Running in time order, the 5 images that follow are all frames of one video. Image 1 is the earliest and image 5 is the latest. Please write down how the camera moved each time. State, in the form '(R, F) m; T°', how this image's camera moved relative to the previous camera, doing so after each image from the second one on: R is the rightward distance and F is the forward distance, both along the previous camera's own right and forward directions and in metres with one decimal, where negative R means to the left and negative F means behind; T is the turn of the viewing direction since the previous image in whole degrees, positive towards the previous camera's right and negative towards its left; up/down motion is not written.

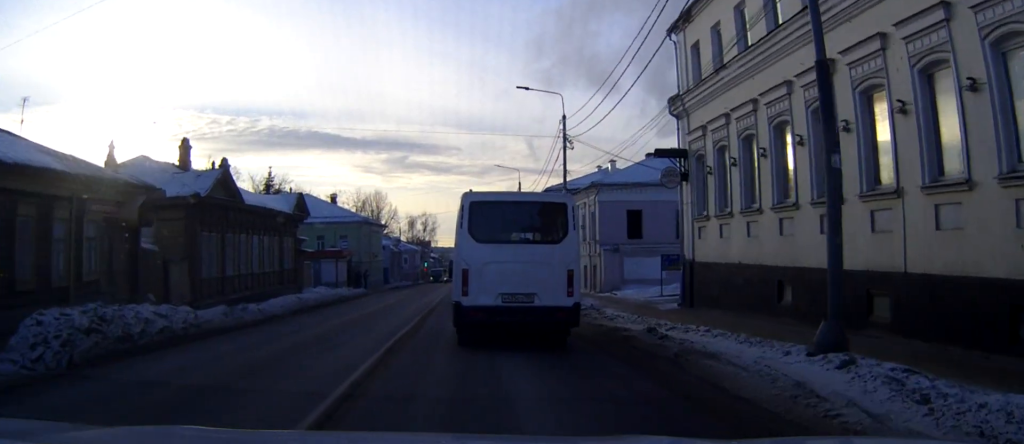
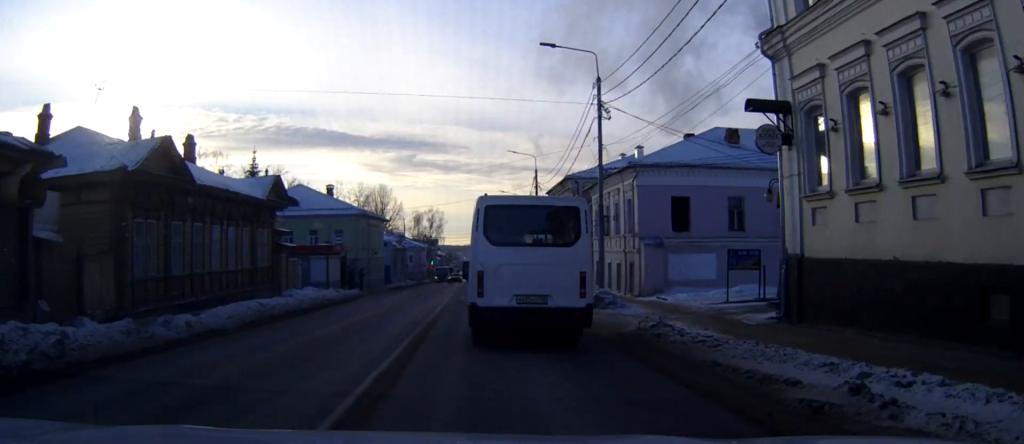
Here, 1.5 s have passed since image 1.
(+0.1, +7.6) m; +1°
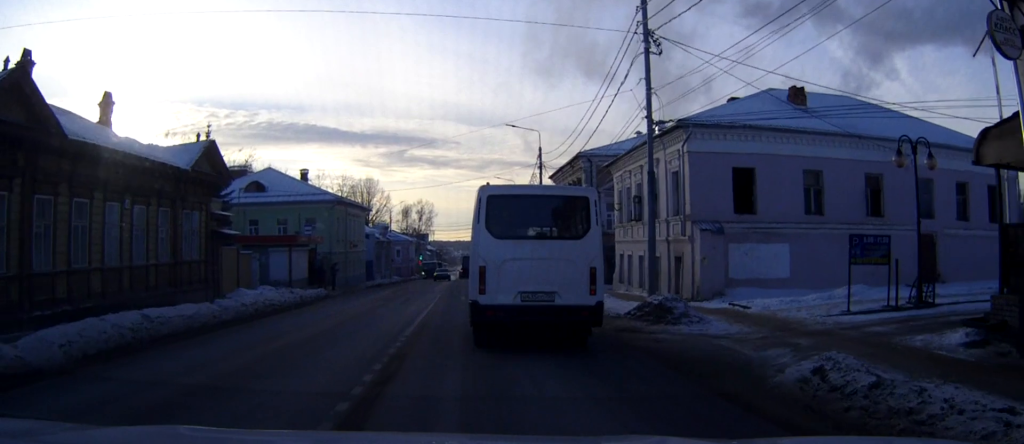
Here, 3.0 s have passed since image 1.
(0.0, +8.2) m; +1°
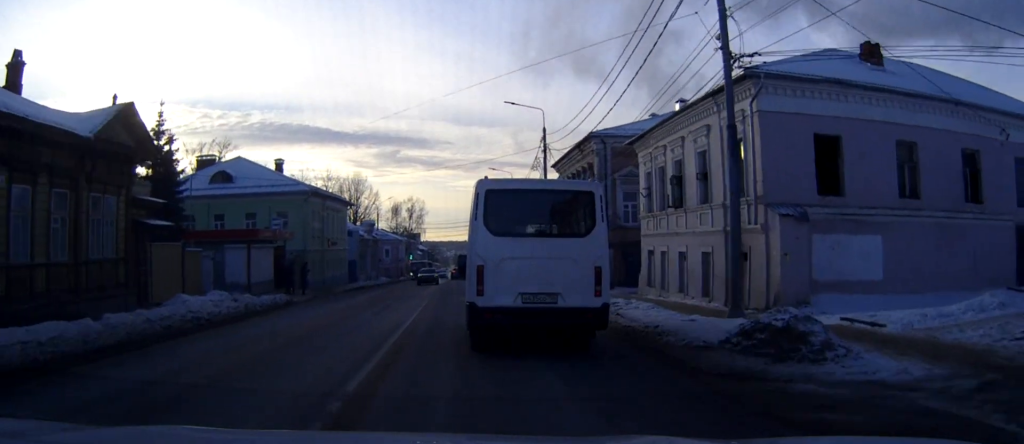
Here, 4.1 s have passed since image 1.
(0.0, +6.8) m; 0°
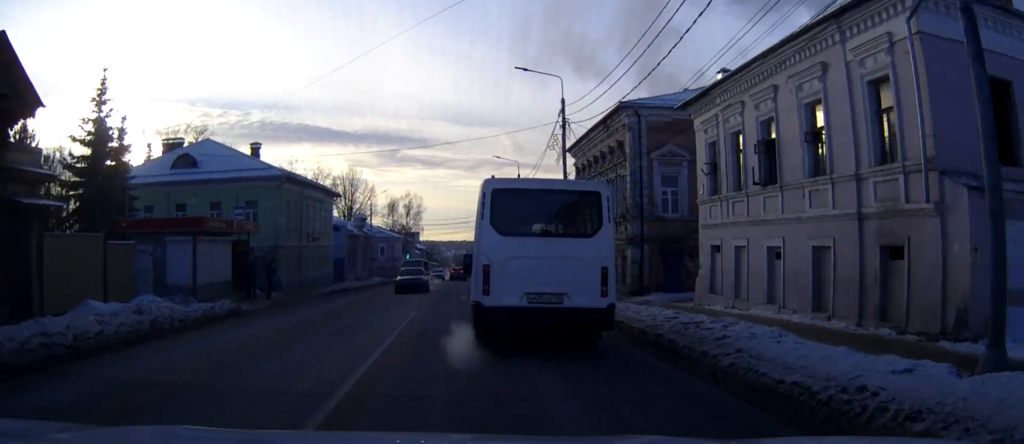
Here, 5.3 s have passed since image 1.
(-0.1, +7.9) m; -1°
